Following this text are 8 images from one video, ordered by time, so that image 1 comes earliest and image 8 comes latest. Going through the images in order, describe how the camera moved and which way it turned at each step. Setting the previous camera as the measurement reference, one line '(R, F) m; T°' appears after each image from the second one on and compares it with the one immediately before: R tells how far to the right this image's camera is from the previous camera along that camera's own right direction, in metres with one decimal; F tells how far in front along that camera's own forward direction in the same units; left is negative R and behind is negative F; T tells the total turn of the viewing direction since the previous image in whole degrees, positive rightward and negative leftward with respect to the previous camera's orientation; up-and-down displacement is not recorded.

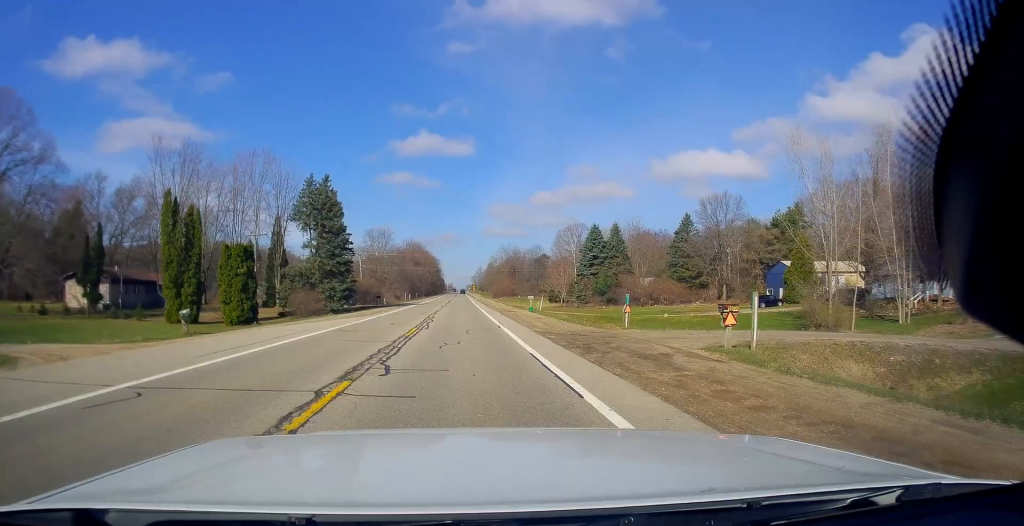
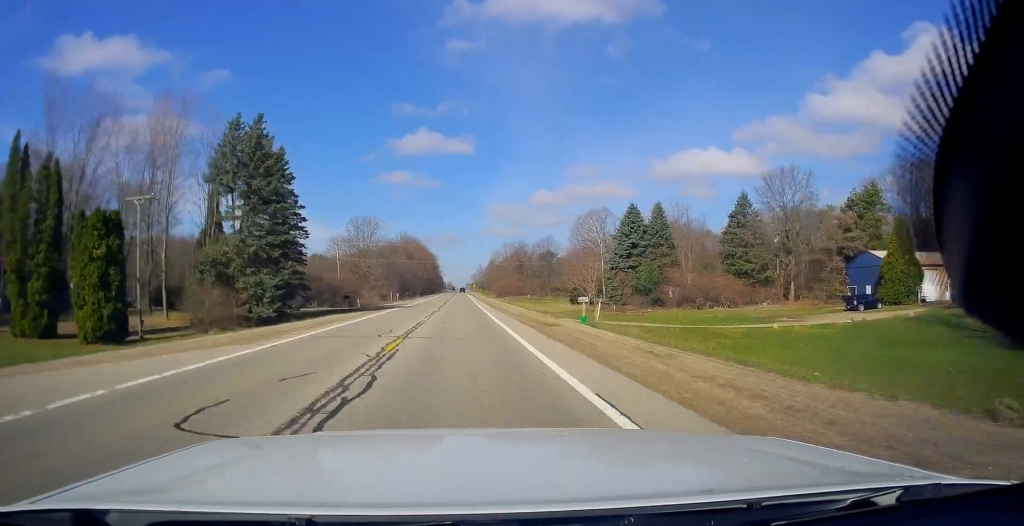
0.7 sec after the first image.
(0.0, +22.0) m; 0°
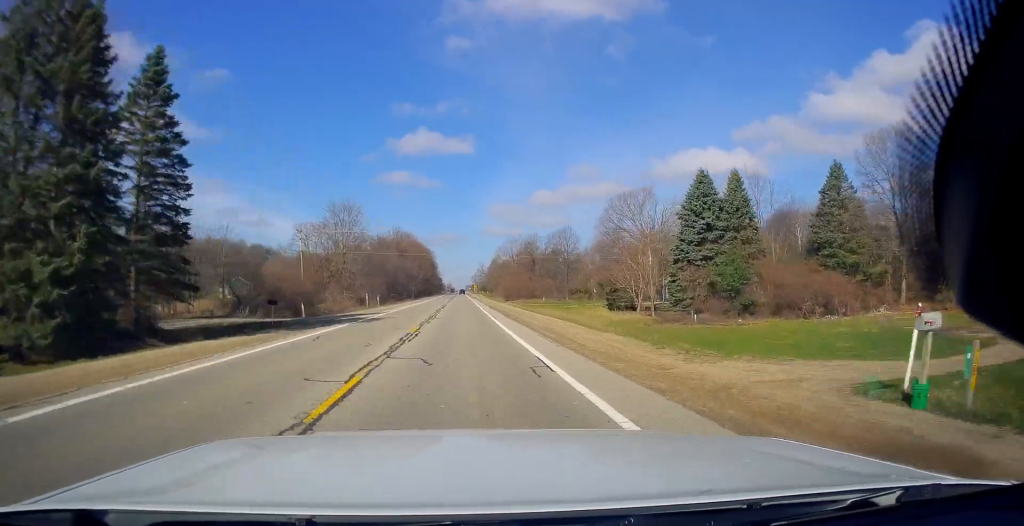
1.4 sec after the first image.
(0.0, +23.2) m; -1°
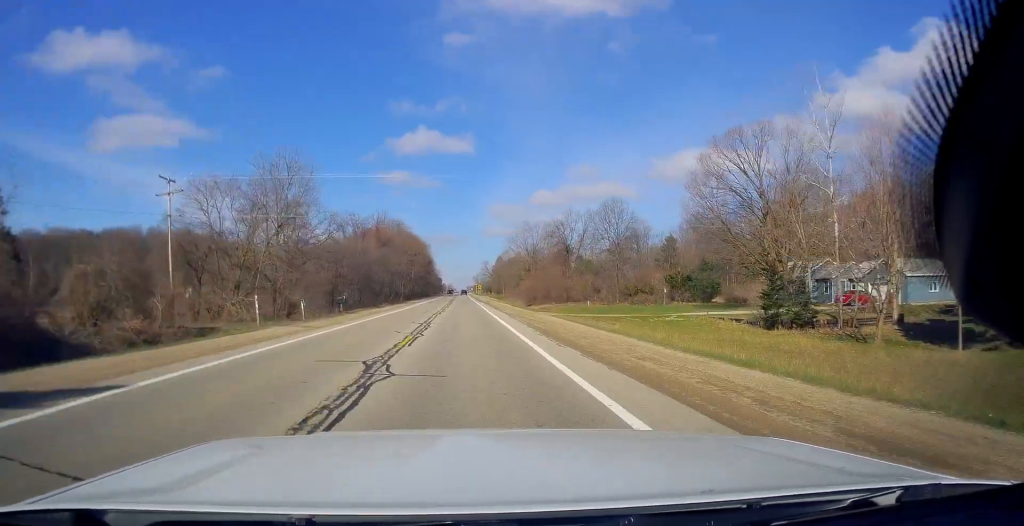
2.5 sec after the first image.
(-0.5, +36.4) m; 0°
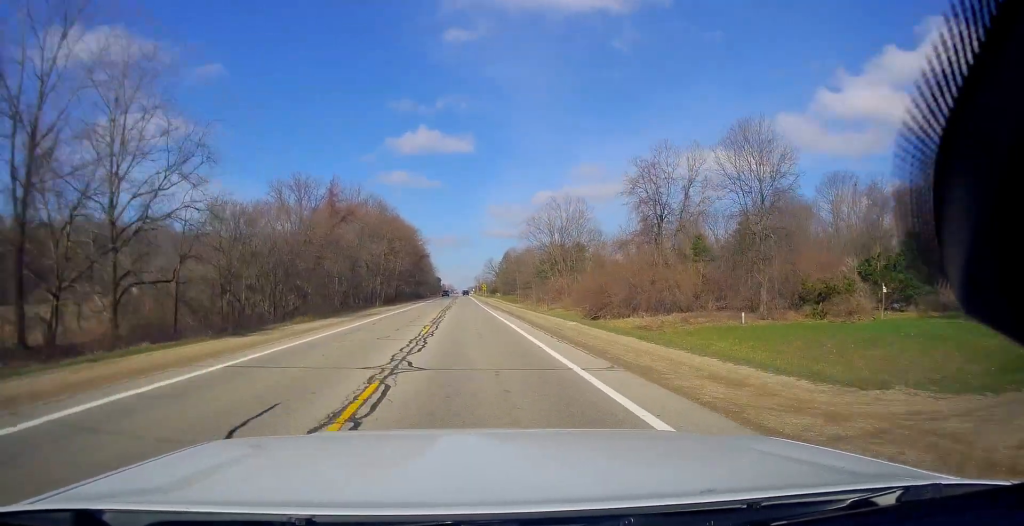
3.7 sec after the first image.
(+0.6, +39.6) m; +1°
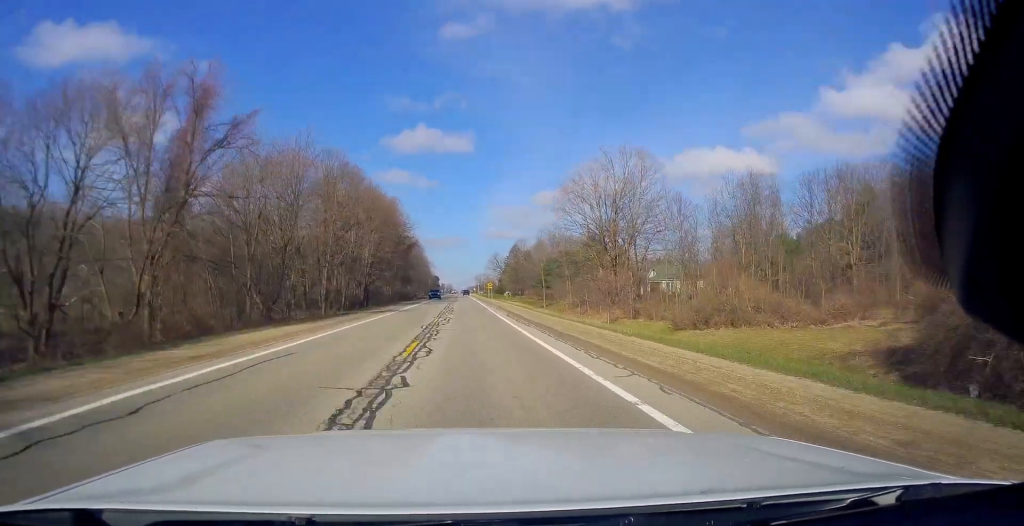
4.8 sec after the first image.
(0.0, +37.4) m; 0°
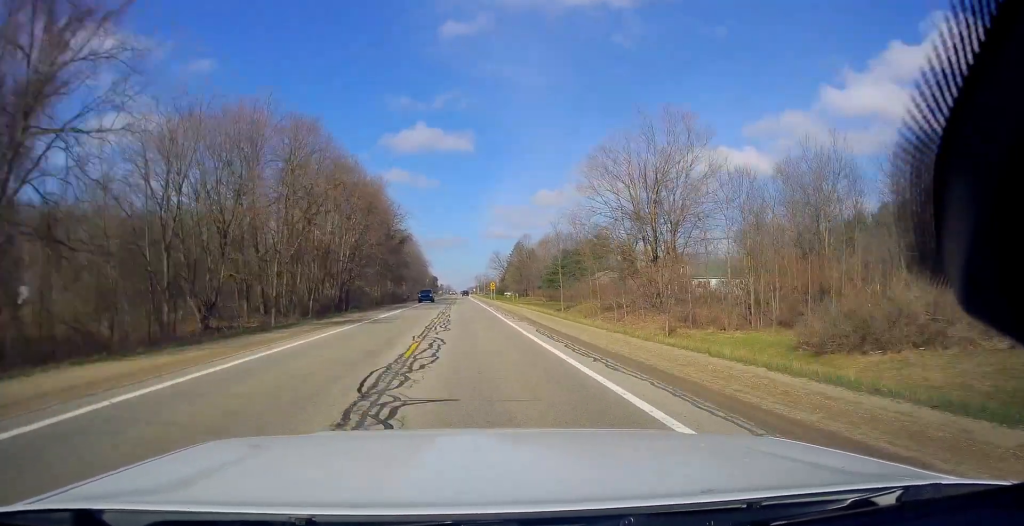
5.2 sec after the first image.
(0.0, +14.3) m; 0°
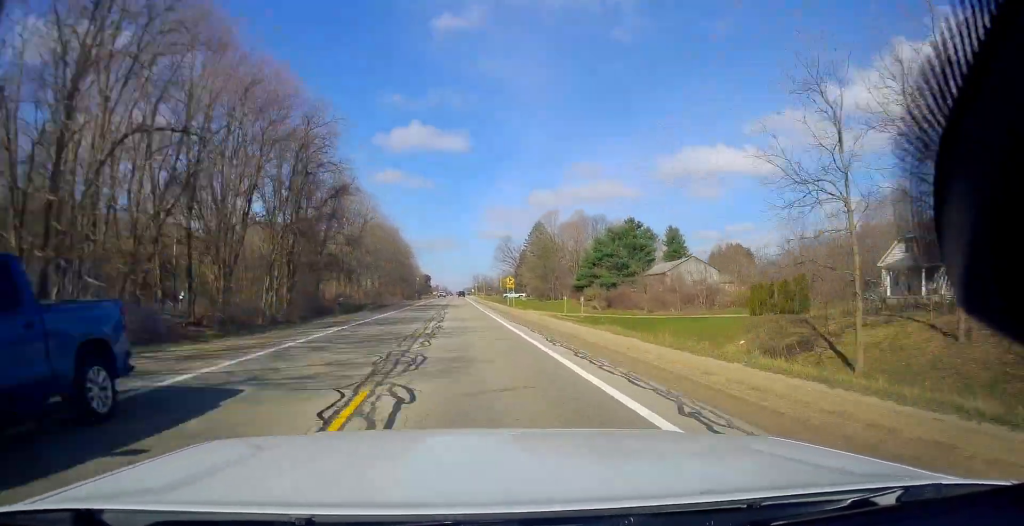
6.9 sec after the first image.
(0.0, +55.0) m; 0°
